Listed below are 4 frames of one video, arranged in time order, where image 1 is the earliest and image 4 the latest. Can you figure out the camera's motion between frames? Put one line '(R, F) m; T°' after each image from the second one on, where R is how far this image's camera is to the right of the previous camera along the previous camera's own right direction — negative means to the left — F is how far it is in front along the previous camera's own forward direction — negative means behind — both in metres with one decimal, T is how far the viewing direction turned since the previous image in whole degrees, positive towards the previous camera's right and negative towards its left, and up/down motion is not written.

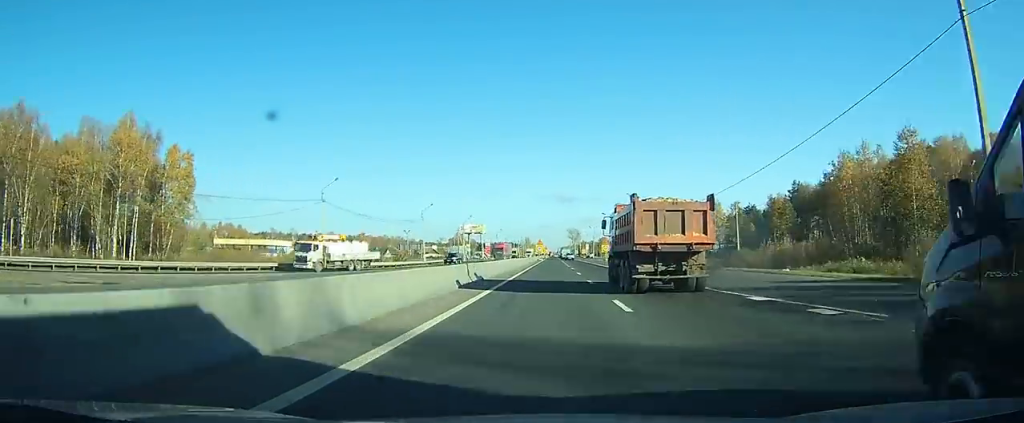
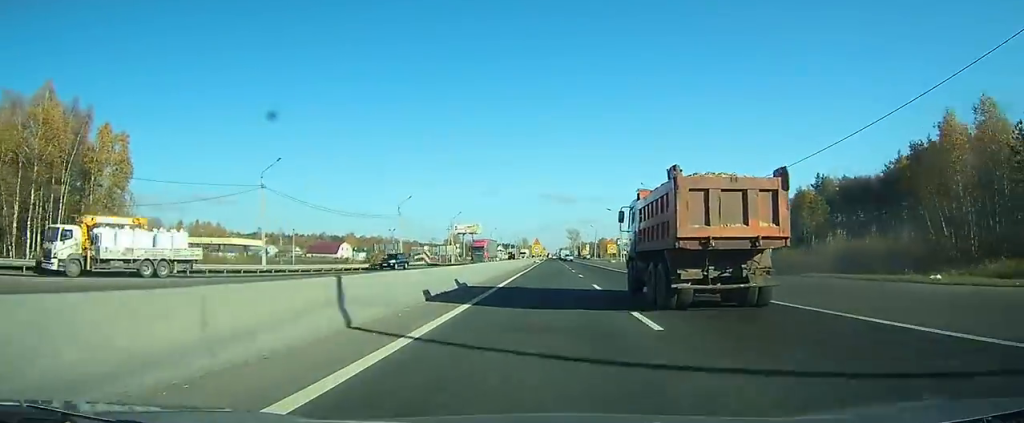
(0.0, +15.5) m; 0°
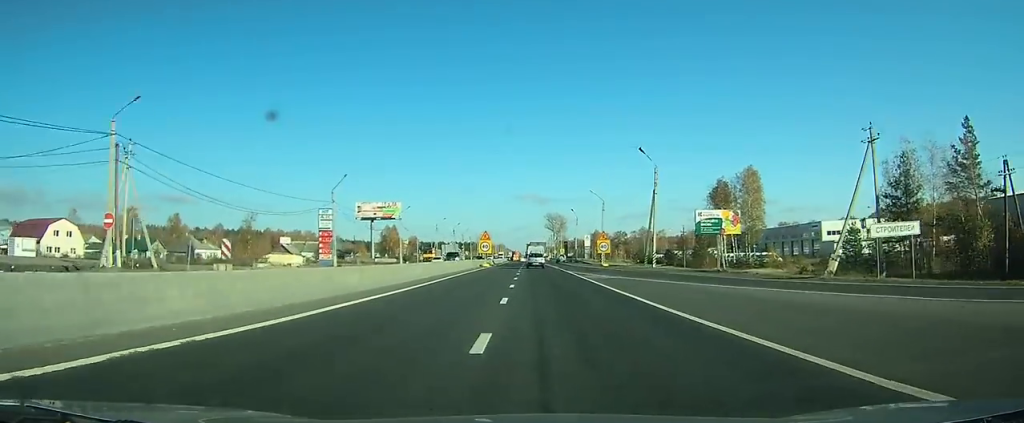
(+2.8, +134.5) m; +2°
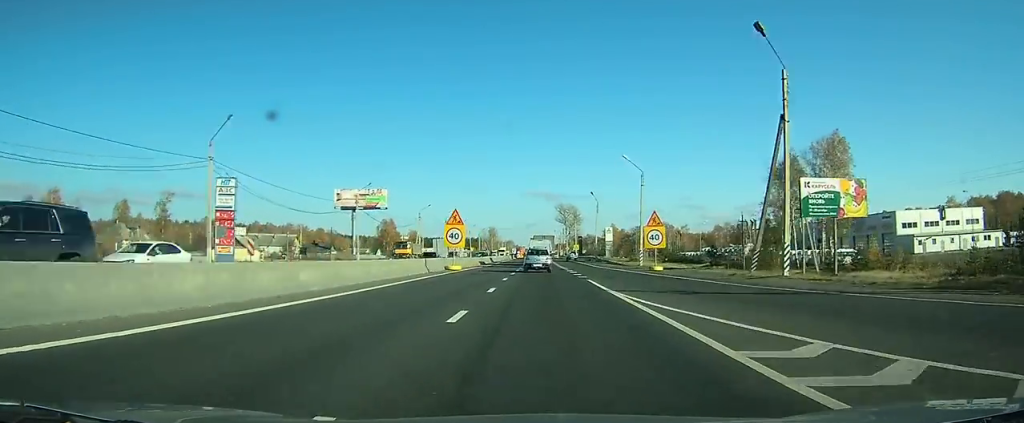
(-0.1, +24.9) m; -1°
